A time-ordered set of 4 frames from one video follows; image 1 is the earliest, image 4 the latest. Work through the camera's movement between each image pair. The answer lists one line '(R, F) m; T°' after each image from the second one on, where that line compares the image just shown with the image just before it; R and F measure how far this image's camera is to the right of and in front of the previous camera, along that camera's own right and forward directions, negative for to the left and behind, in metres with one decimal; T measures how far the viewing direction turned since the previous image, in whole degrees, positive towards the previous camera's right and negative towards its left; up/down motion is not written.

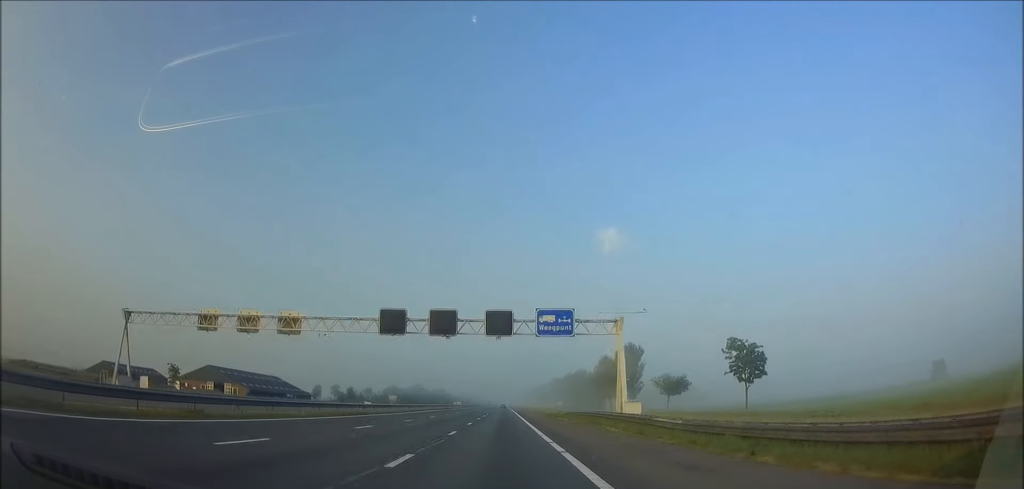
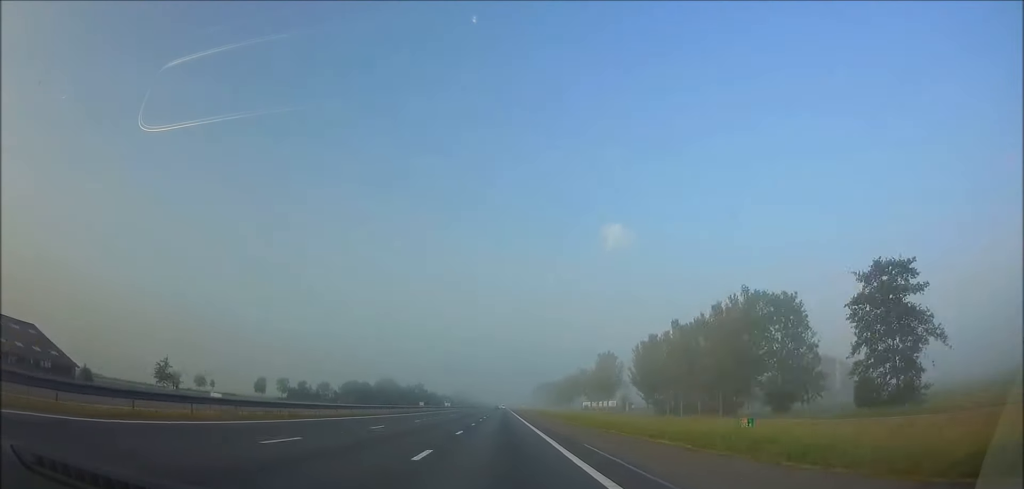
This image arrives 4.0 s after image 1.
(-0.1, +139.0) m; 0°
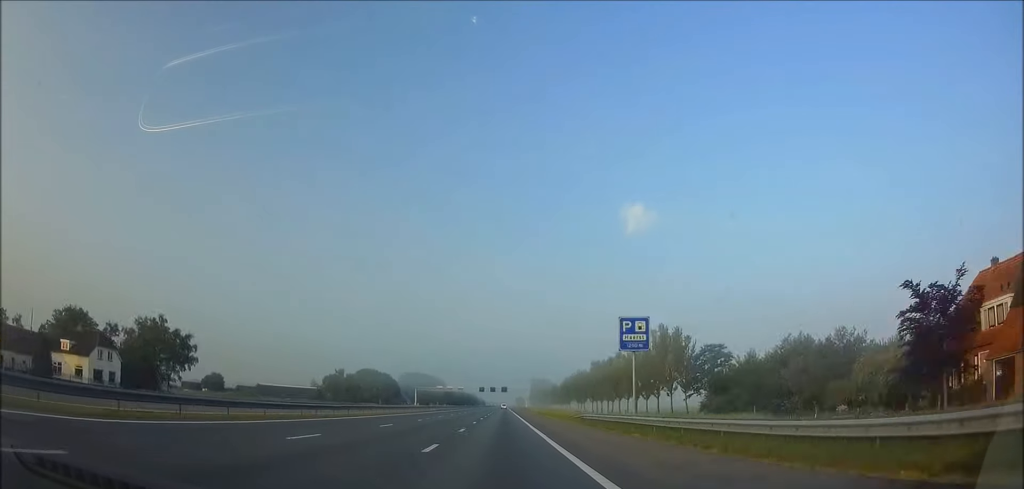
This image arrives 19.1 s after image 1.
(-0.1, +562.1) m; 0°
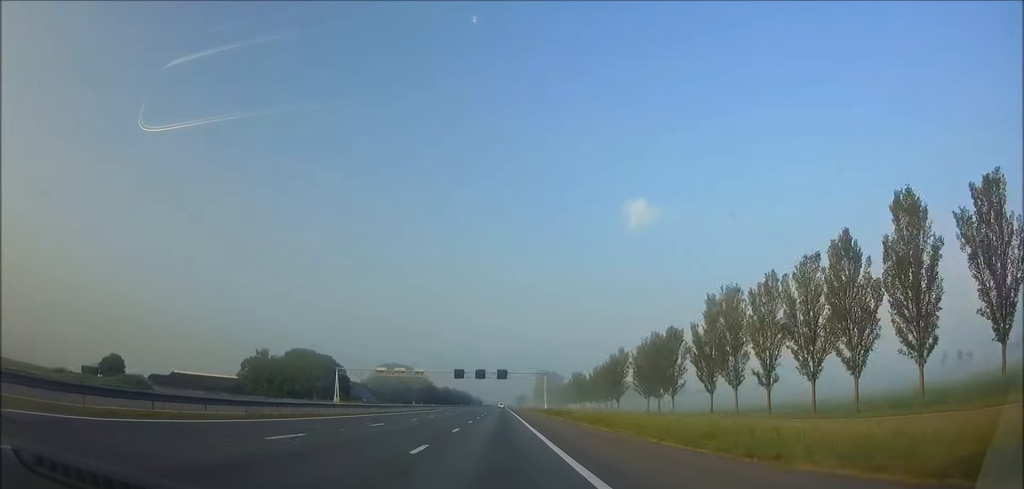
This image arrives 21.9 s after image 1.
(0.0, +95.3) m; 0°
